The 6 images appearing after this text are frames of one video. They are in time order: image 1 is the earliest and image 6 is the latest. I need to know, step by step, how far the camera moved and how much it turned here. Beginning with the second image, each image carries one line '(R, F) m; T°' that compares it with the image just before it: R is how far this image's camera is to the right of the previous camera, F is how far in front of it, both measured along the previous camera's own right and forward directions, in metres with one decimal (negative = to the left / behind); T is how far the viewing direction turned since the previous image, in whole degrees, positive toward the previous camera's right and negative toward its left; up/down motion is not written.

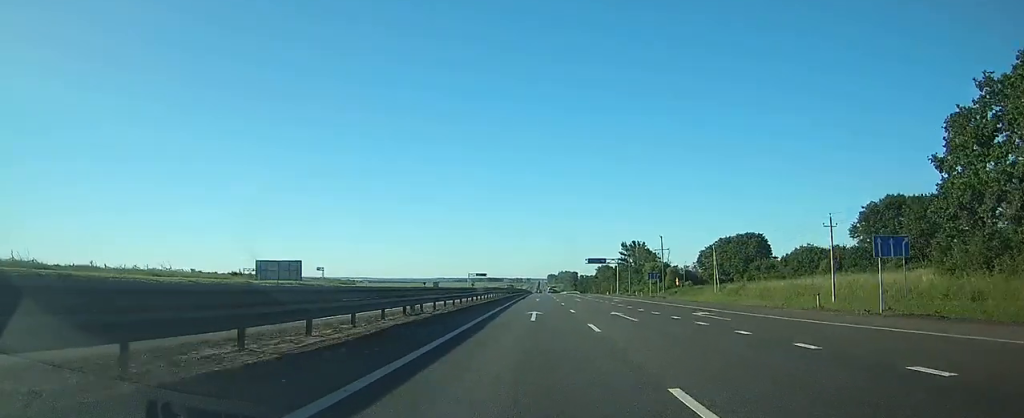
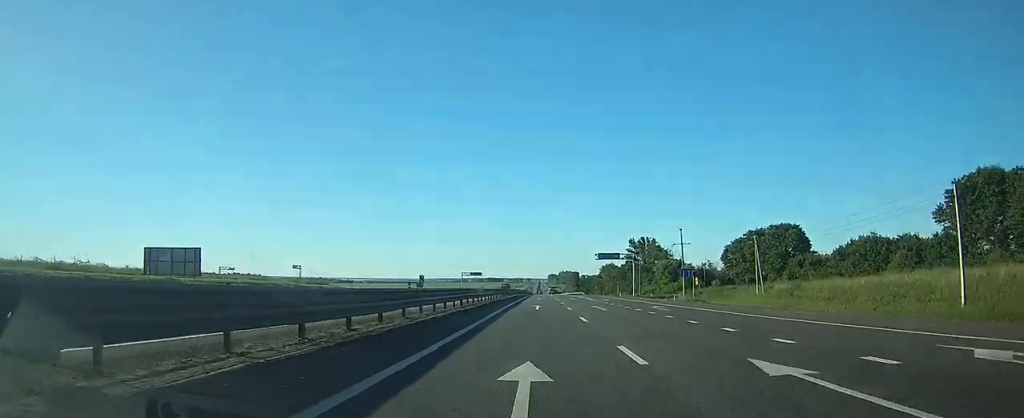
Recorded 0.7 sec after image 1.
(0.0, +18.5) m; 0°
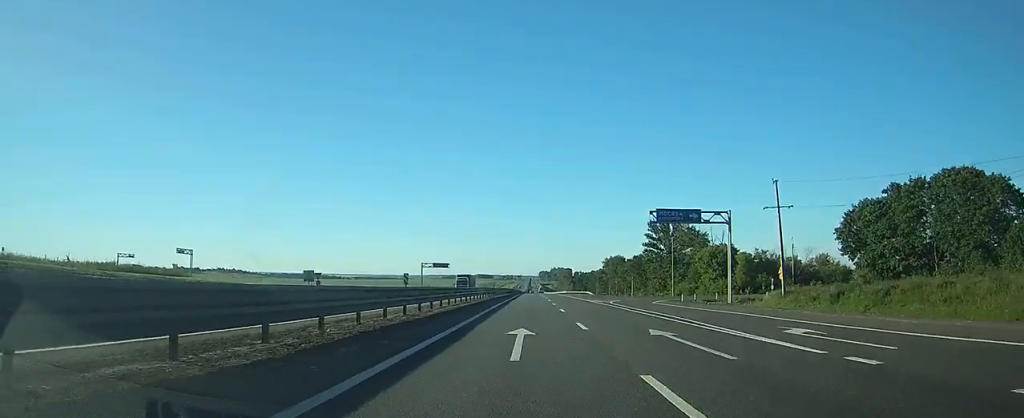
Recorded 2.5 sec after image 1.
(+0.1, +52.0) m; 0°
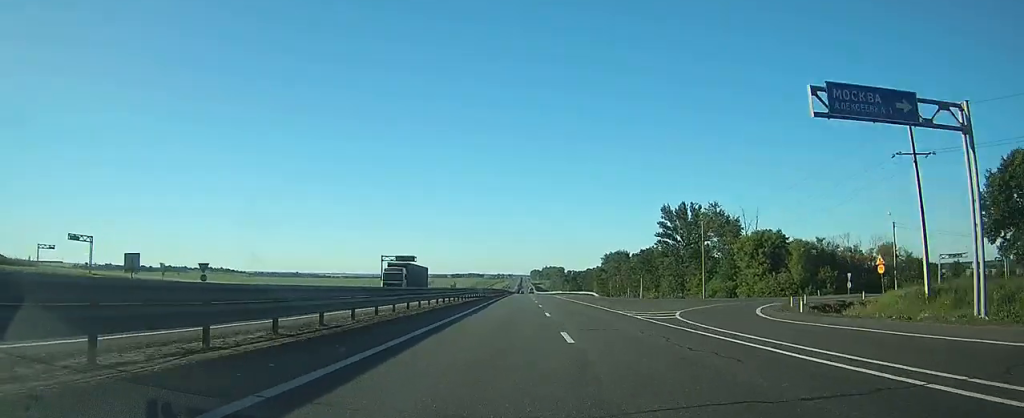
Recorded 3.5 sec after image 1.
(+0.1, +28.0) m; 0°
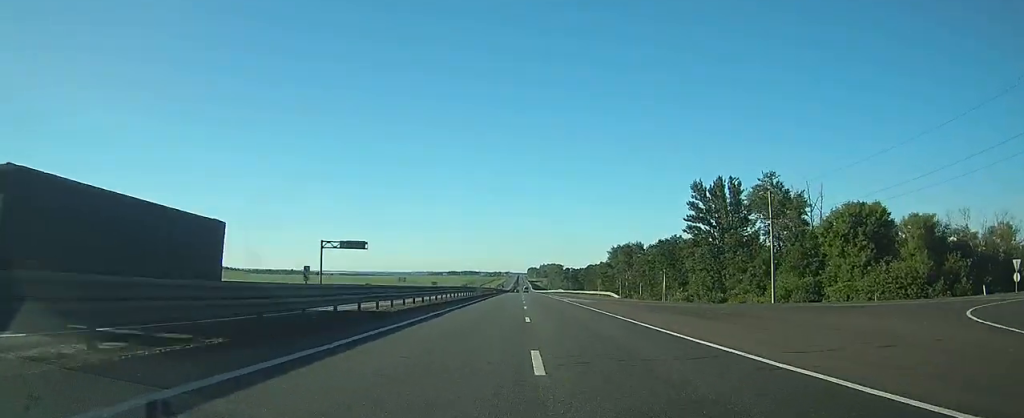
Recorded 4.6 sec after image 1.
(+0.1, +29.0) m; +1°
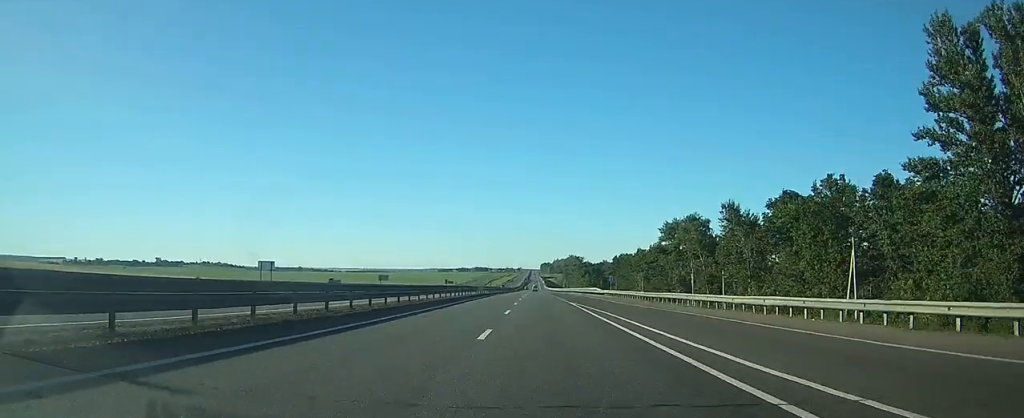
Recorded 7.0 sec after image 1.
(+0.1, +67.3) m; 0°
